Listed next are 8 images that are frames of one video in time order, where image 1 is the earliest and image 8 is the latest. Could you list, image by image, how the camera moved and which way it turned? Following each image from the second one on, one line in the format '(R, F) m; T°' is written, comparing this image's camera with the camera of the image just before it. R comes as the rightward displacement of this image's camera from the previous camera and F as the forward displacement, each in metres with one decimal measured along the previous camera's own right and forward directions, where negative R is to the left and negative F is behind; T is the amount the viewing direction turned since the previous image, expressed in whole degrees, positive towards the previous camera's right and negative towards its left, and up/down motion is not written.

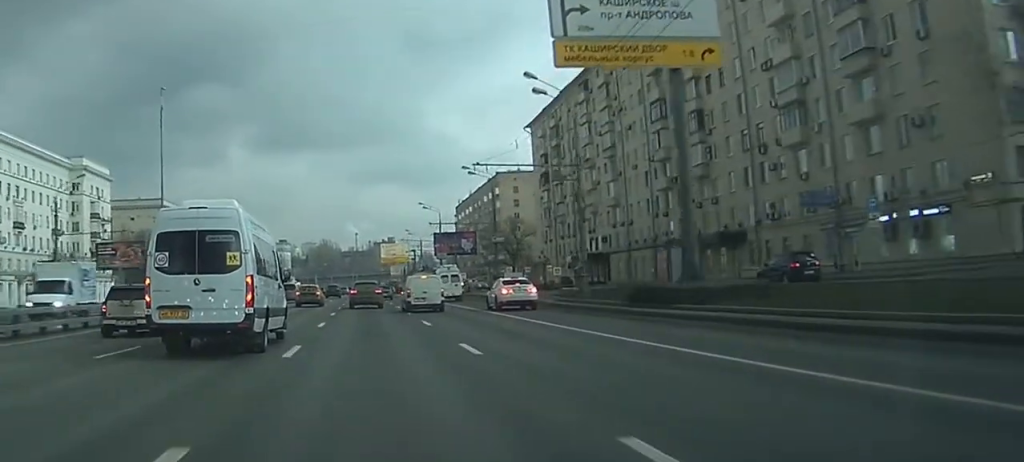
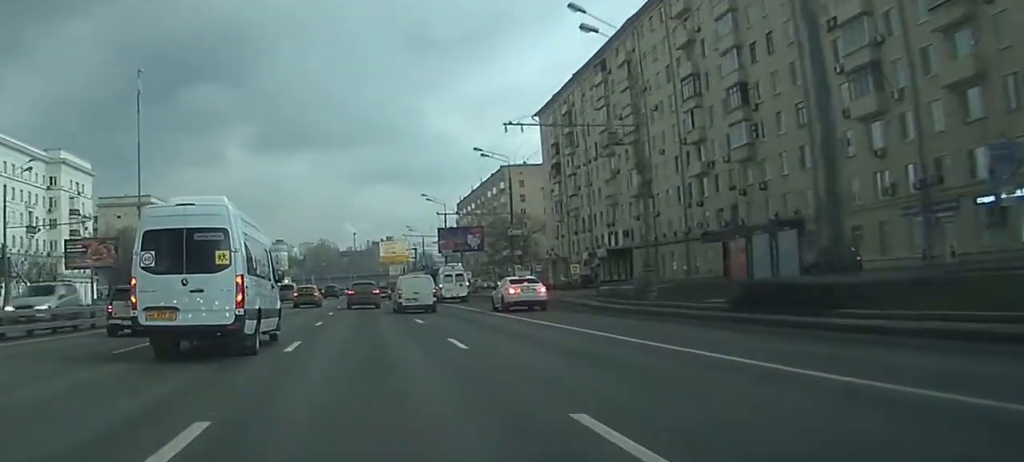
(0.0, +10.7) m; 0°
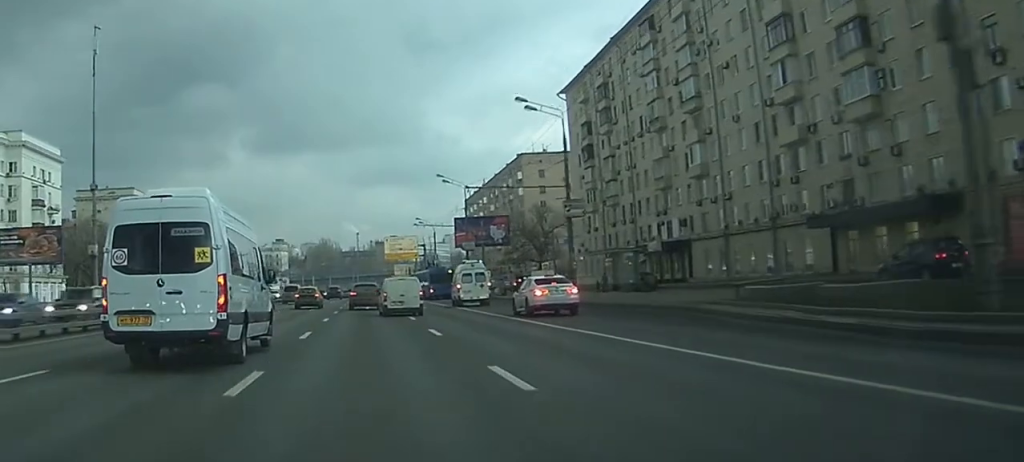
(+0.1, +18.9) m; 0°
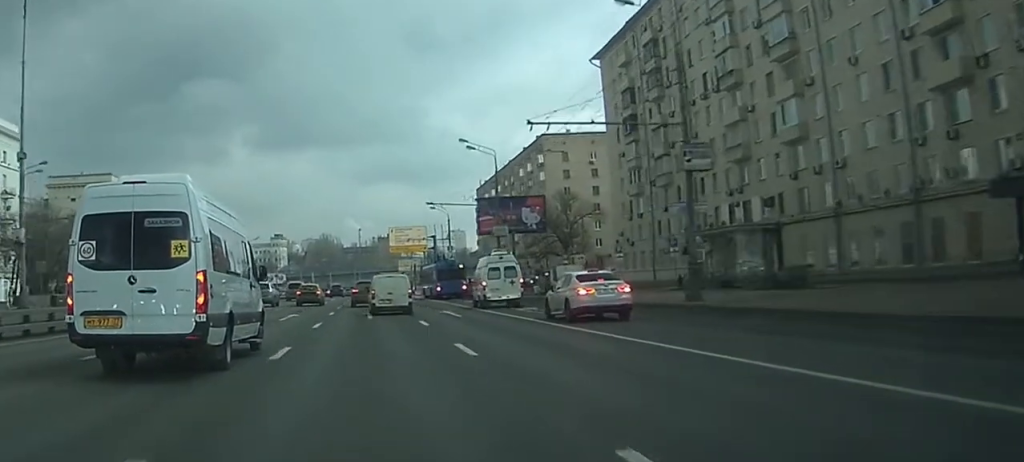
(-0.1, +19.3) m; 0°
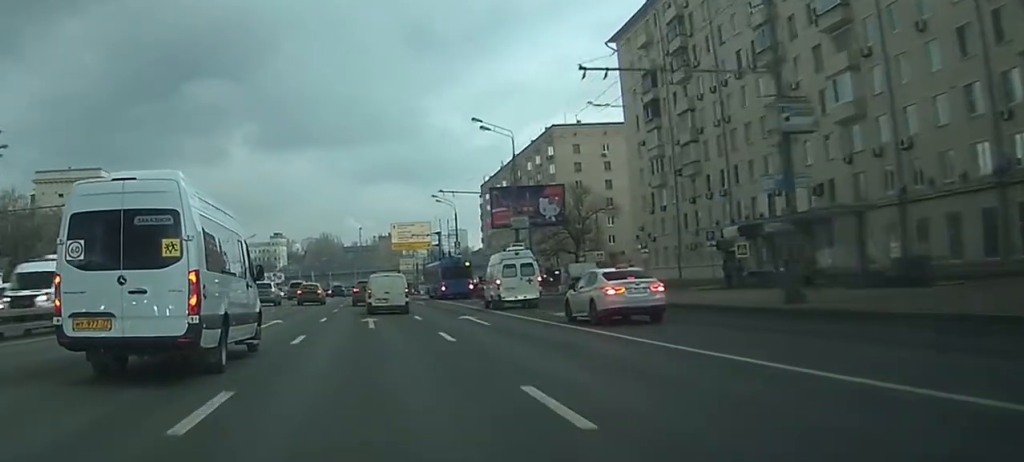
(0.0, +8.0) m; 0°
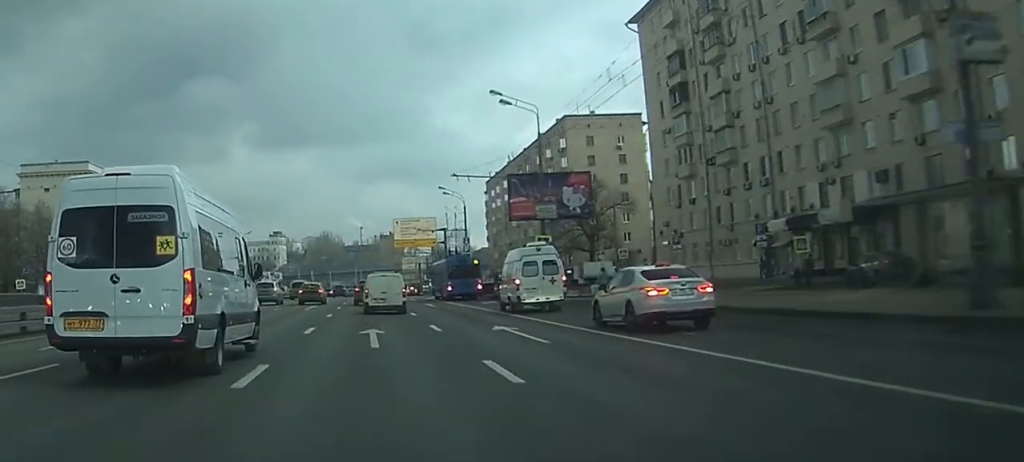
(0.0, +8.5) m; 0°
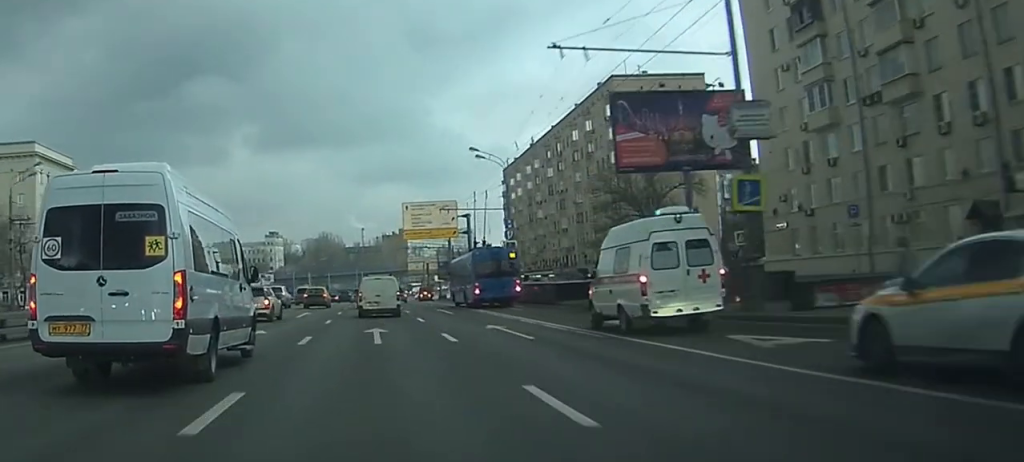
(+0.1, +28.1) m; 0°
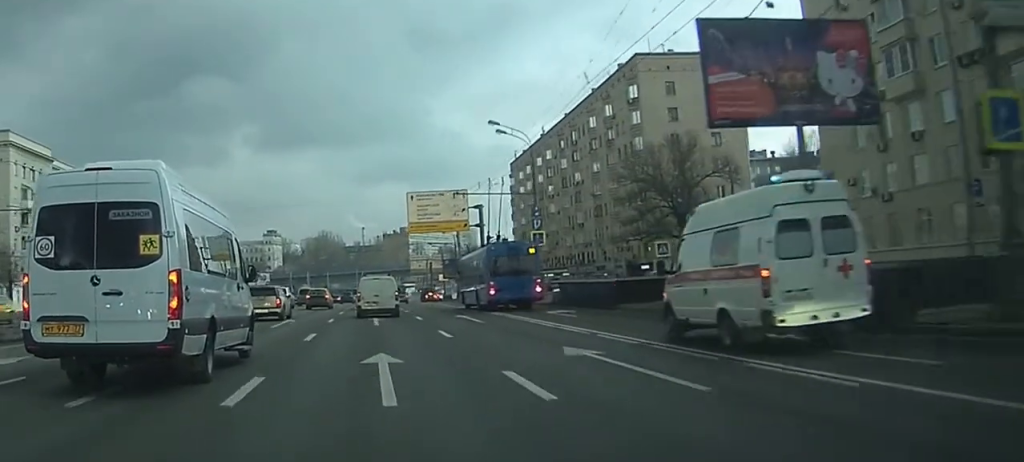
(0.0, +10.6) m; 0°
